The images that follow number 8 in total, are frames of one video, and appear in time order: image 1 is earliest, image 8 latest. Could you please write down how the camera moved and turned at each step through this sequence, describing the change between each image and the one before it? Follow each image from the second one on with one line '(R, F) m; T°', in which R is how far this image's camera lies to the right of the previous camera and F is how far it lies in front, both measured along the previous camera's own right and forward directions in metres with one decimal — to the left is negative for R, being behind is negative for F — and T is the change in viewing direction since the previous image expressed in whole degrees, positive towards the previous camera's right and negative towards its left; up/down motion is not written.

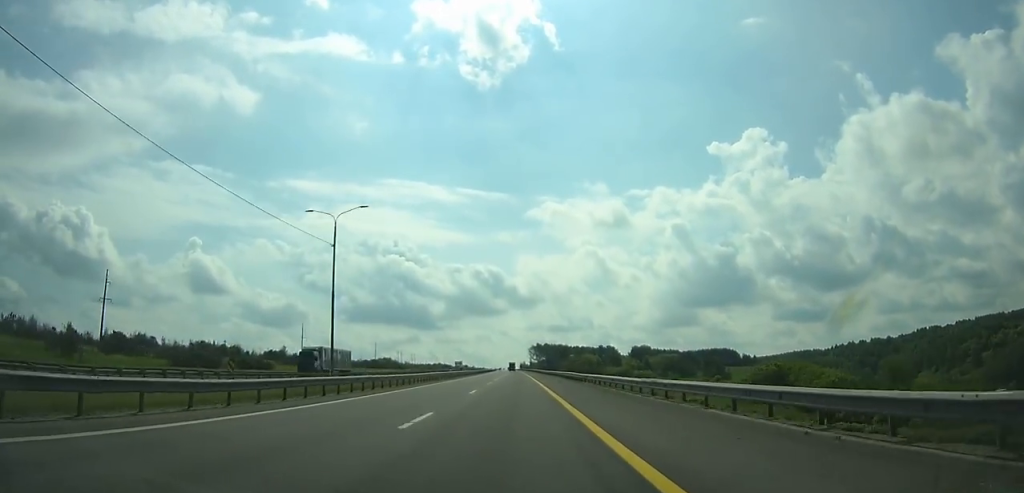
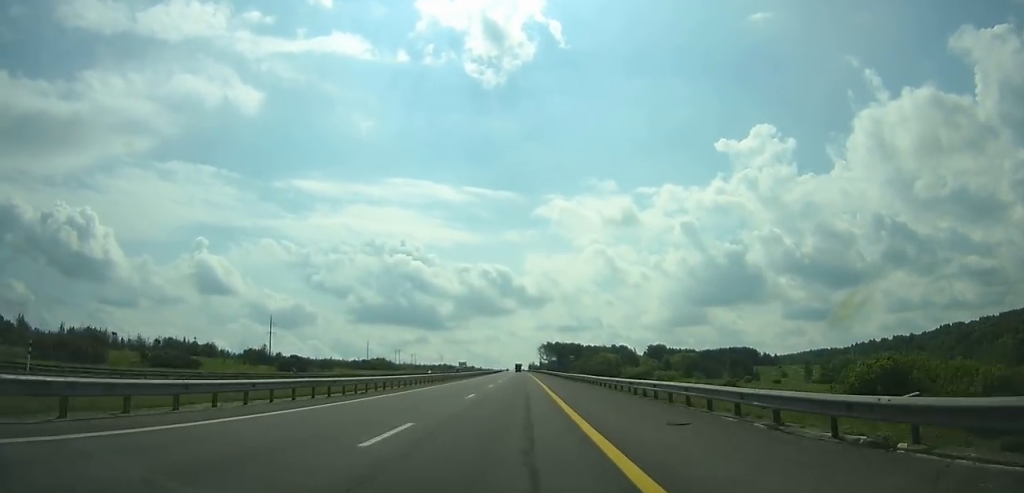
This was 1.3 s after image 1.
(+0.1, +34.4) m; -1°
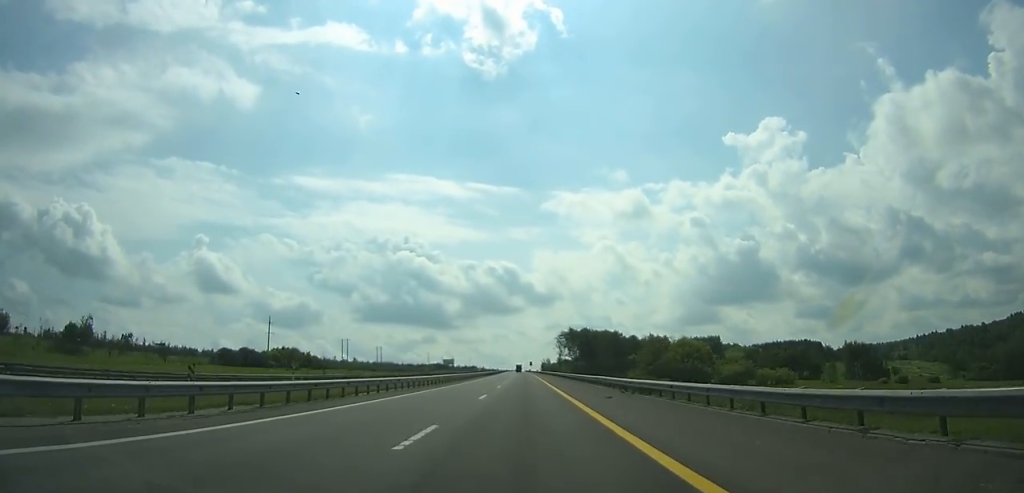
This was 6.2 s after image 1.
(-1.9, +126.3) m; -1°
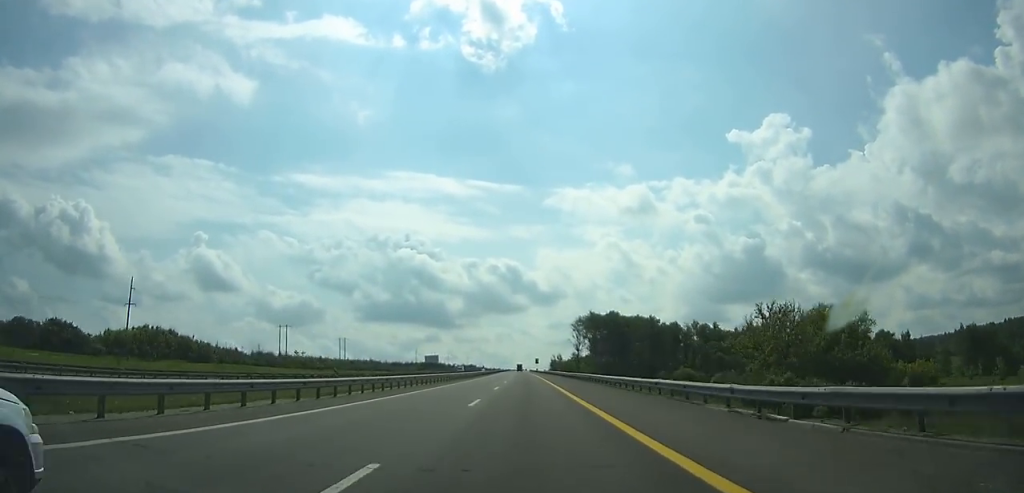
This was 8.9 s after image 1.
(-0.2, +68.3) m; 0°
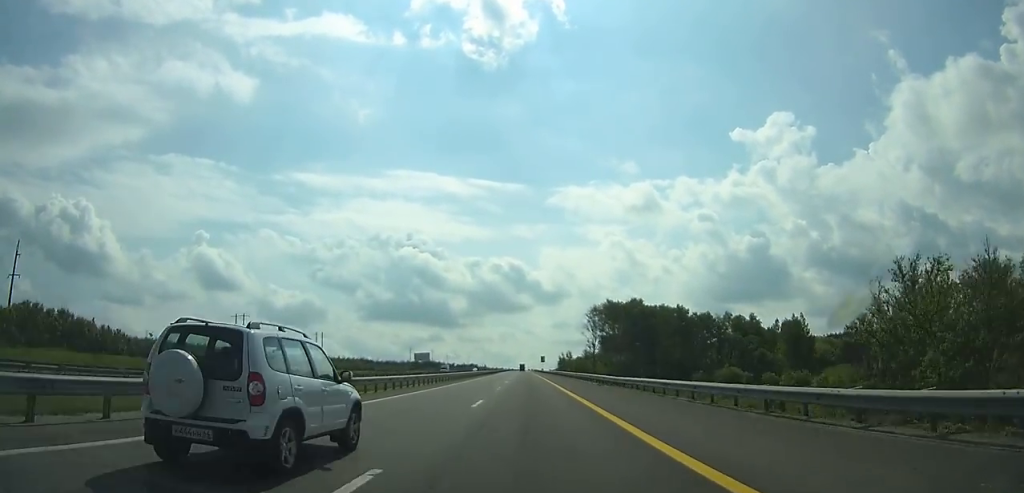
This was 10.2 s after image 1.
(0.0, +32.7) m; 0°
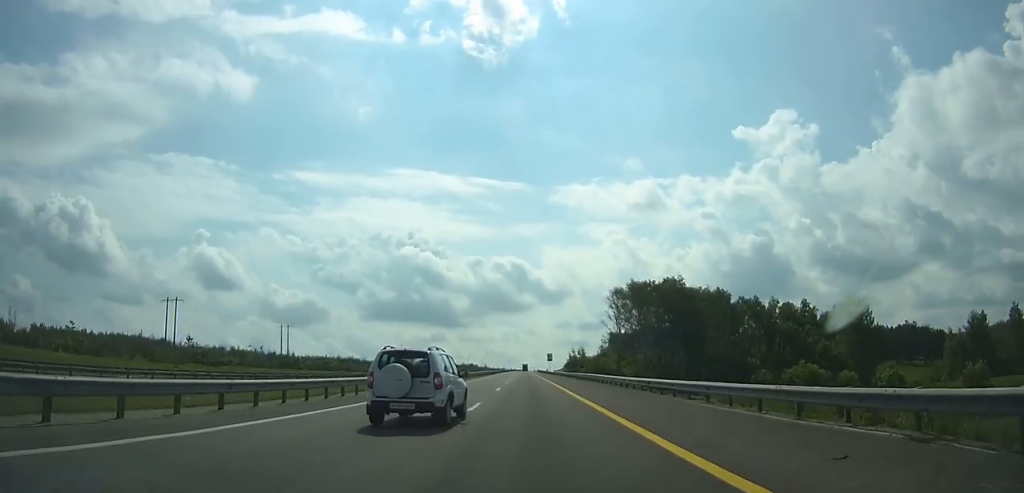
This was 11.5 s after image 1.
(-0.1, +32.3) m; 0°
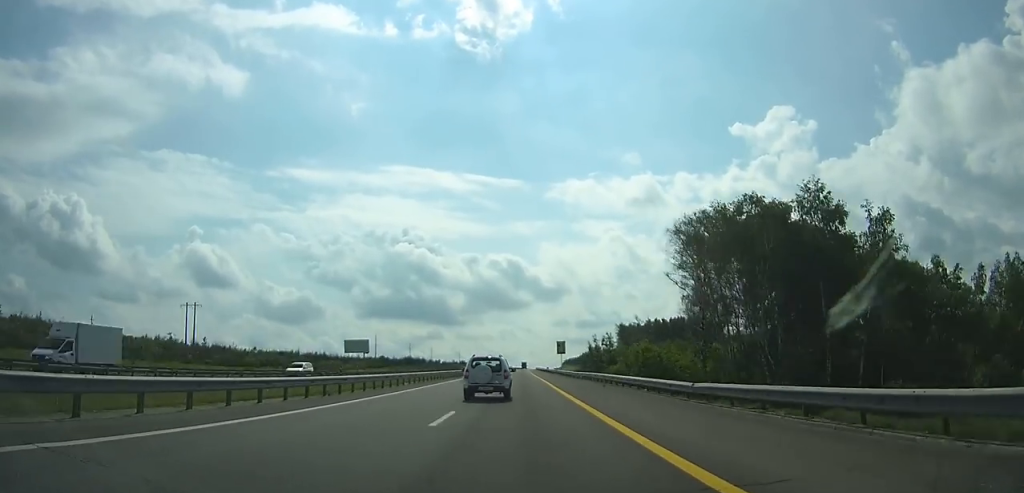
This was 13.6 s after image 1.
(-0.1, +51.9) m; 0°
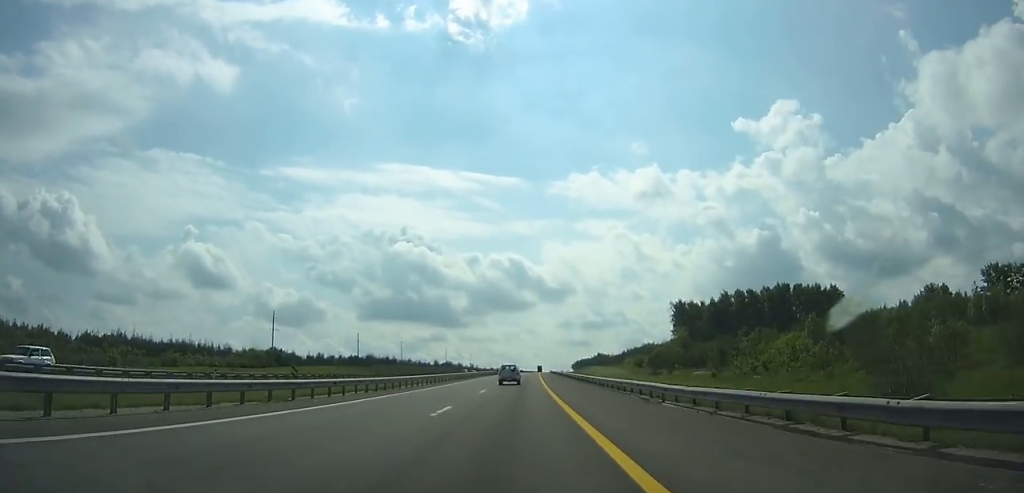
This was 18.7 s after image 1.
(+0.1, +123.9) m; 0°
